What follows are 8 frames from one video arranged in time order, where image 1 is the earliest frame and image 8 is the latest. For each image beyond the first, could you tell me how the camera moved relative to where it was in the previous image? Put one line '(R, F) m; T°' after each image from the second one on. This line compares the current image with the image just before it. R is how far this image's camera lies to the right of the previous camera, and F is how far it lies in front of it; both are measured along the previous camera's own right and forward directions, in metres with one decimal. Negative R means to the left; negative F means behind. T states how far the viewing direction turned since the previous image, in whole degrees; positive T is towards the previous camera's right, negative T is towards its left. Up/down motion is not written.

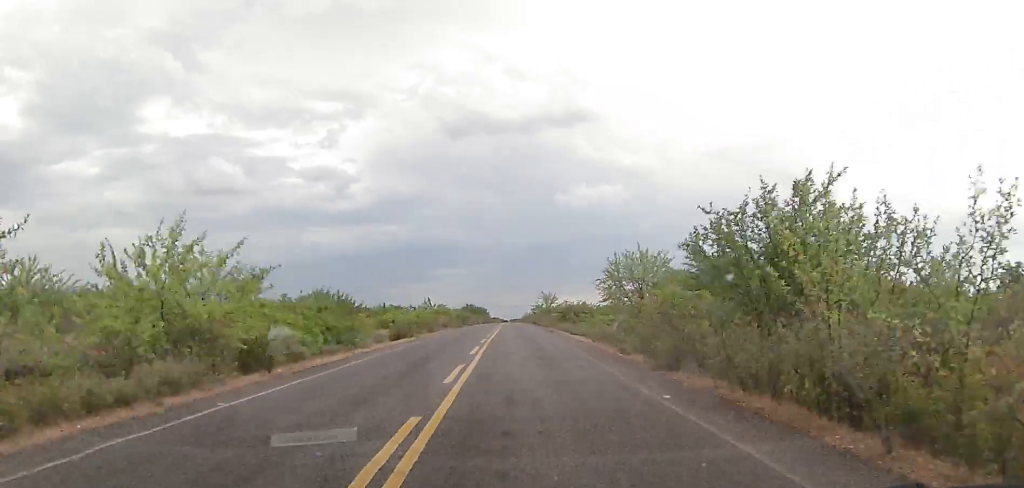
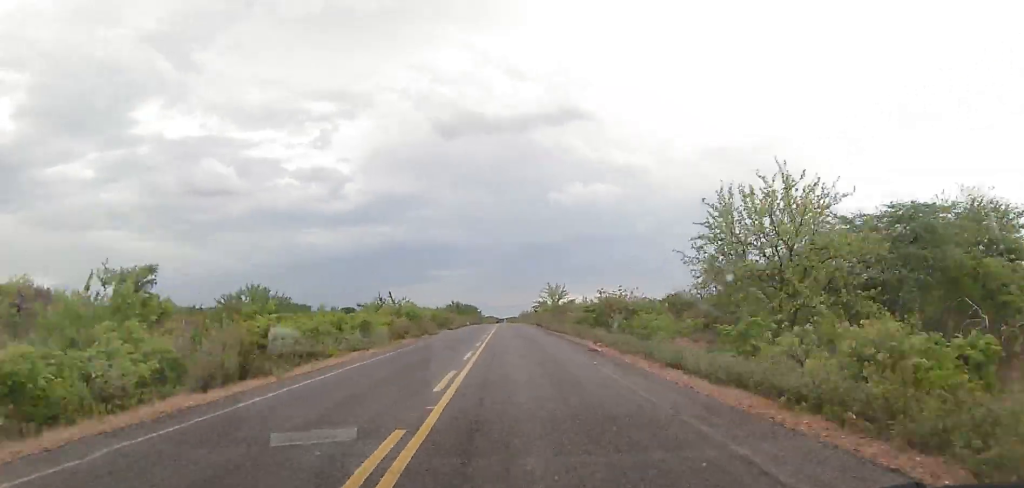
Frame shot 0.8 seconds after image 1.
(0.0, +23.7) m; 0°
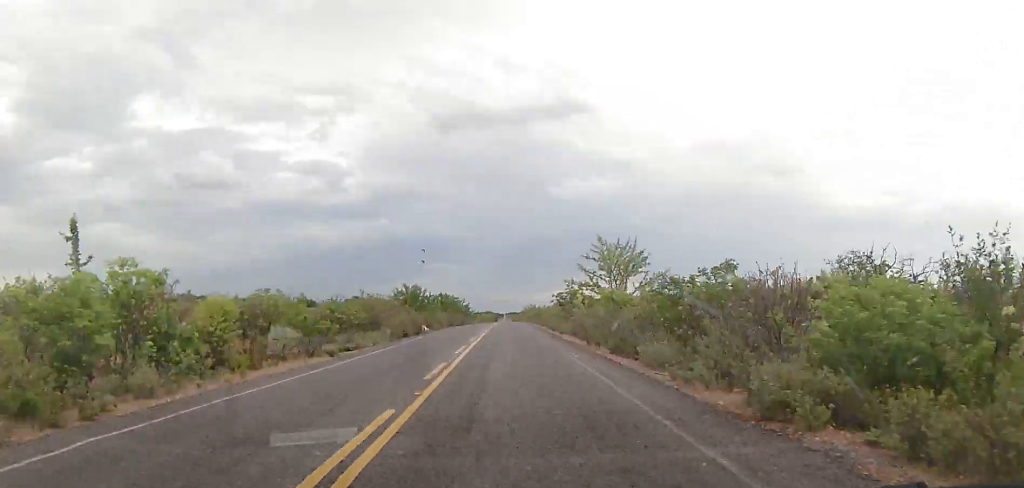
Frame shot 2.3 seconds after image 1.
(-0.1, +45.1) m; +1°
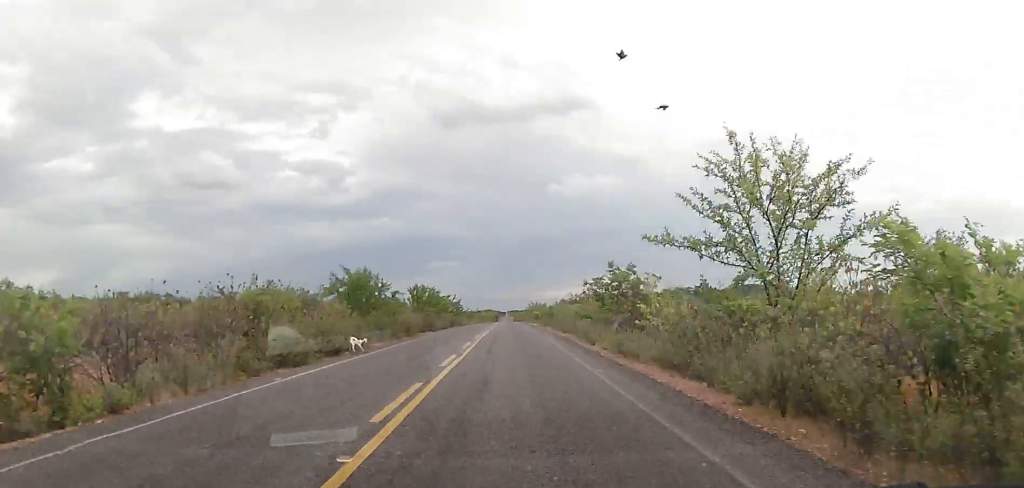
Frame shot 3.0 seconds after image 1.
(+0.4, +20.2) m; 0°
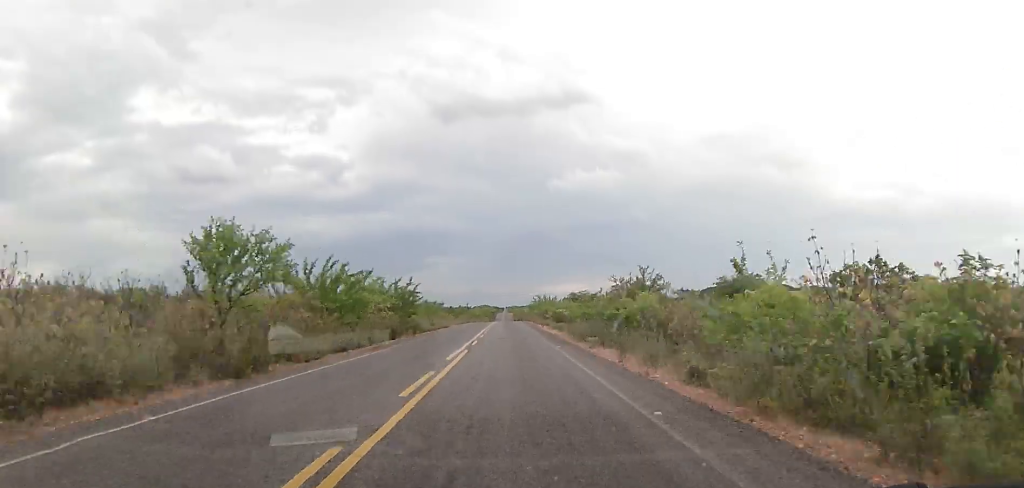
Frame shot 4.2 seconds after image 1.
(-0.2, +36.3) m; 0°
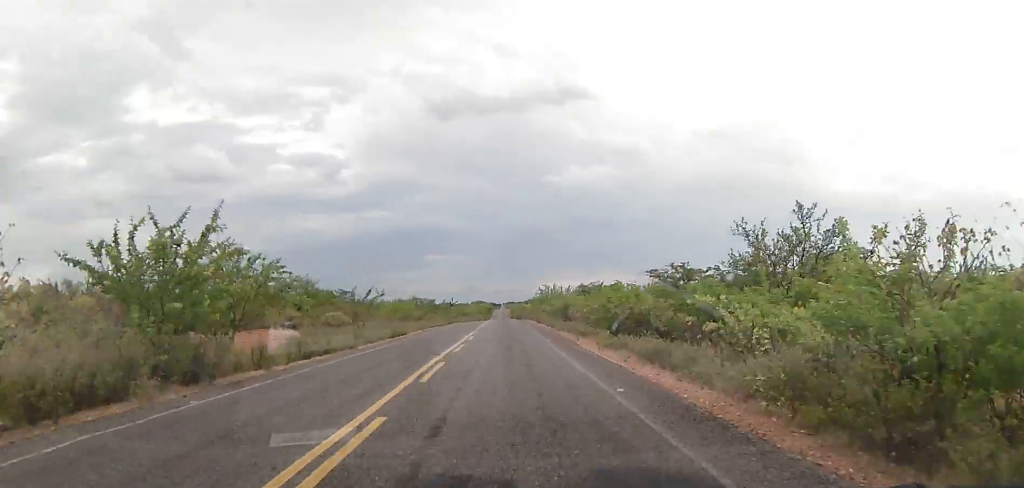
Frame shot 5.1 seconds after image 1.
(+0.3, +29.3) m; 0°
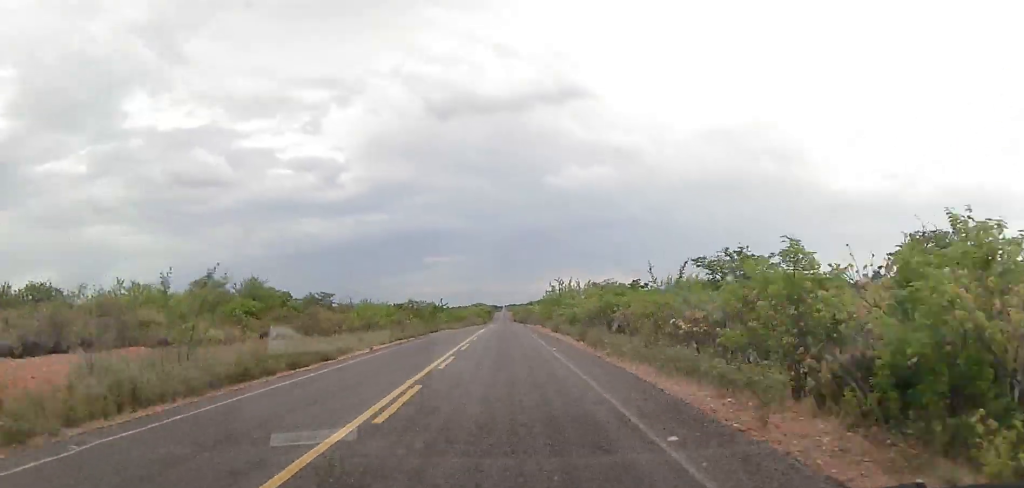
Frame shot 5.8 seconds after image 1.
(-0.2, +19.2) m; -1°
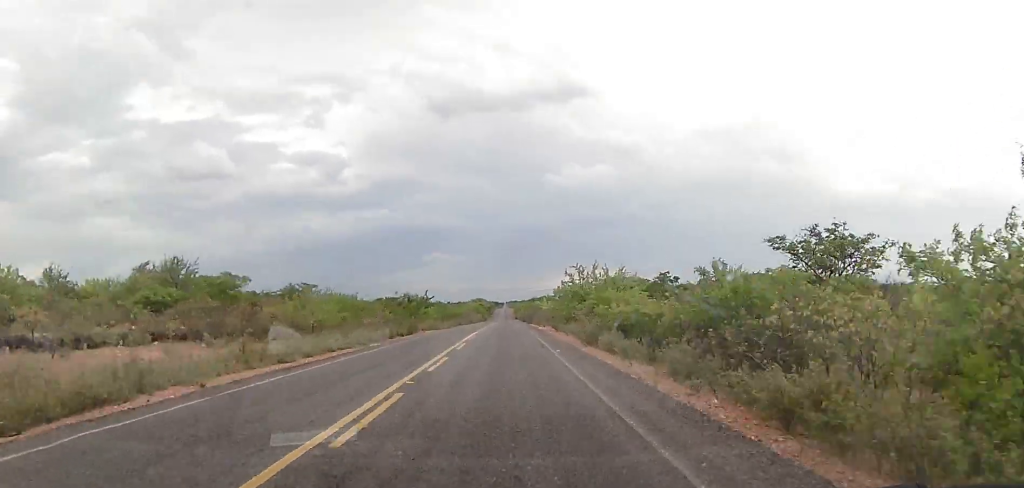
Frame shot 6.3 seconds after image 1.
(-0.2, +17.2) m; -1°
